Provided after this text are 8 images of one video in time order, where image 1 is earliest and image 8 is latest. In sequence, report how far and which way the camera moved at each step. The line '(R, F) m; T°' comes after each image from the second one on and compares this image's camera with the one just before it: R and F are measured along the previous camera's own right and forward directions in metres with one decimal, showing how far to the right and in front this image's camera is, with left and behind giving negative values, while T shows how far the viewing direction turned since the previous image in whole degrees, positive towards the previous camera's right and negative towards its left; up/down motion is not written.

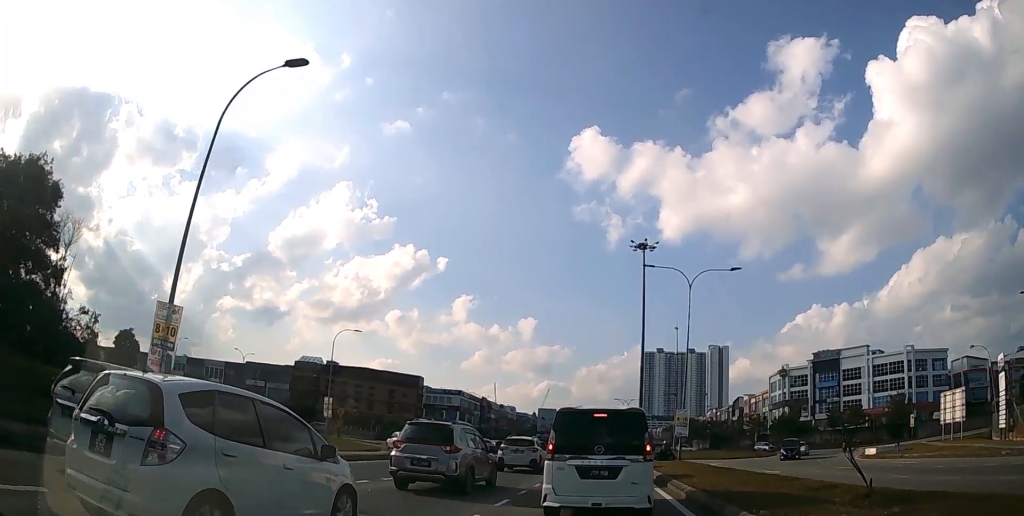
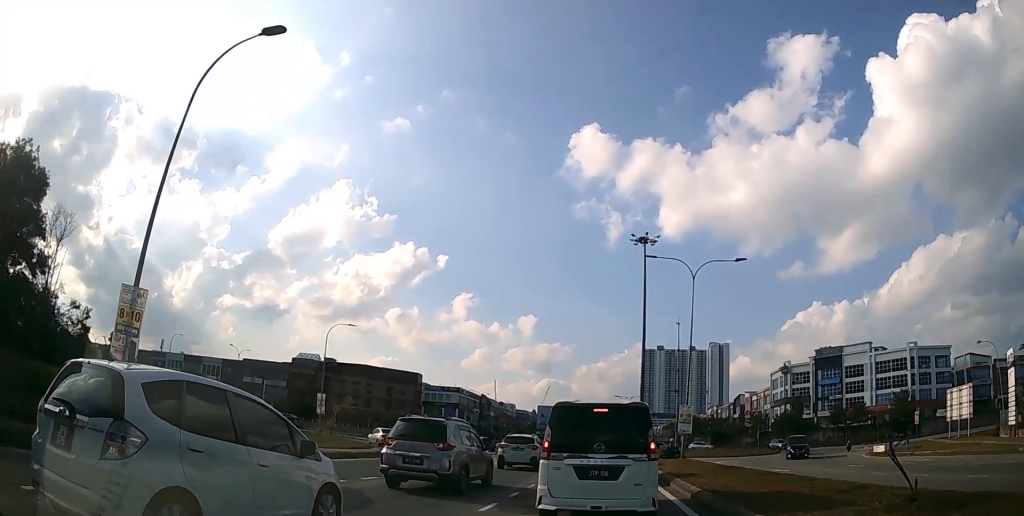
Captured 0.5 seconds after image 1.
(0.0, +1.4) m; 0°
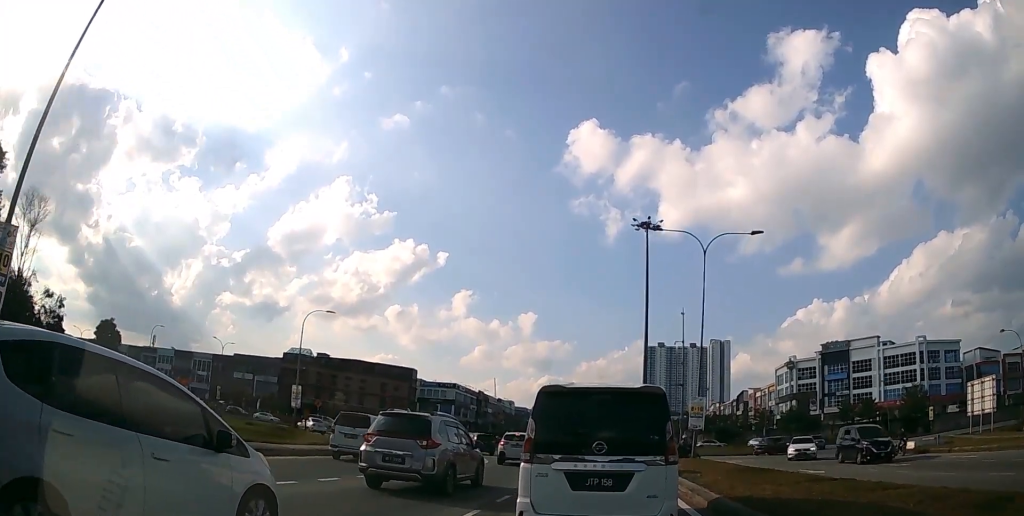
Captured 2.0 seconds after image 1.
(0.0, +4.4) m; -1°
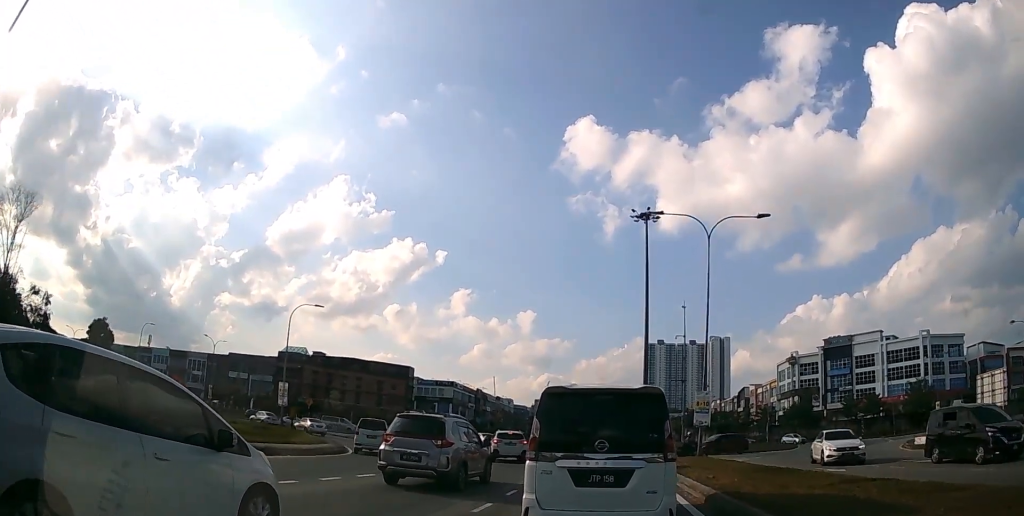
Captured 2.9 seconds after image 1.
(0.0, +2.0) m; +1°
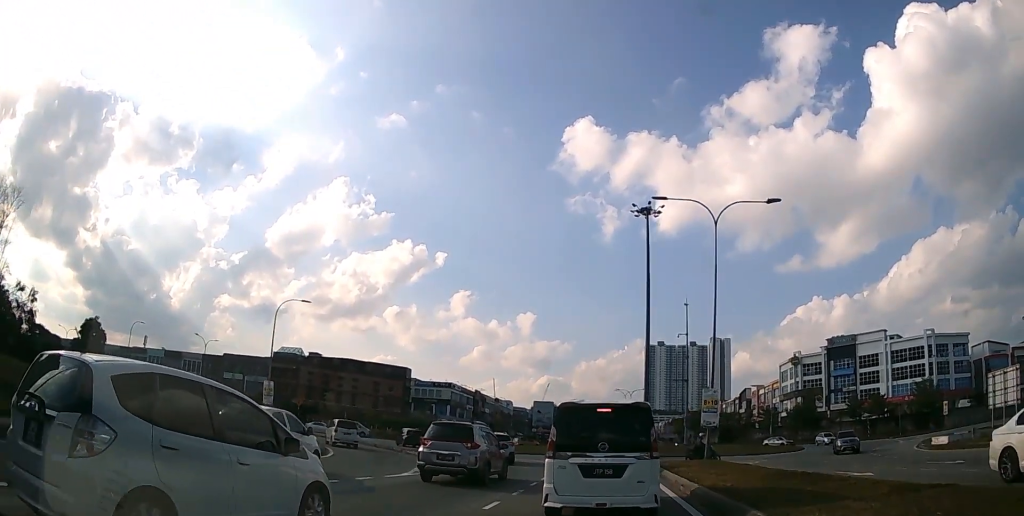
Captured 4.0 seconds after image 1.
(+0.1, +2.2) m; +3°
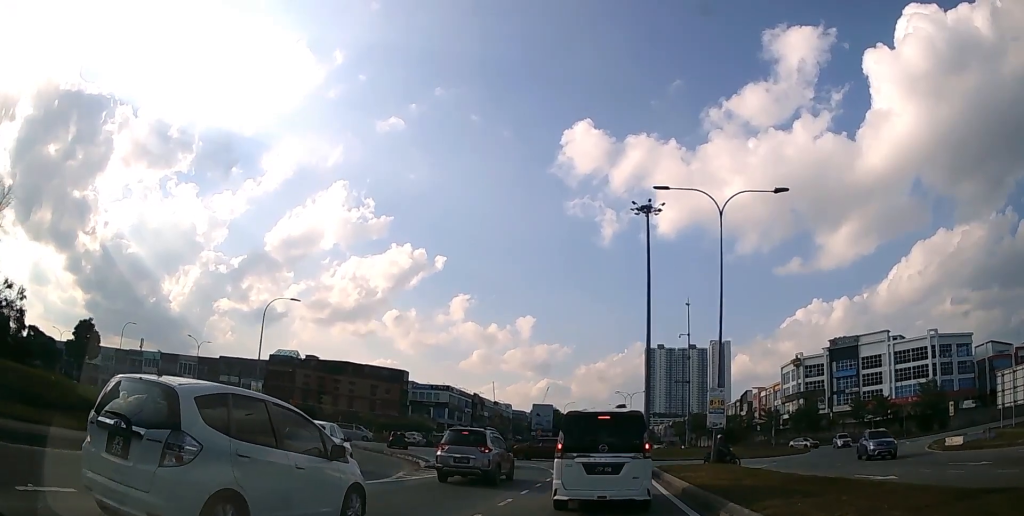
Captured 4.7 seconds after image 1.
(0.0, +1.4) m; 0°
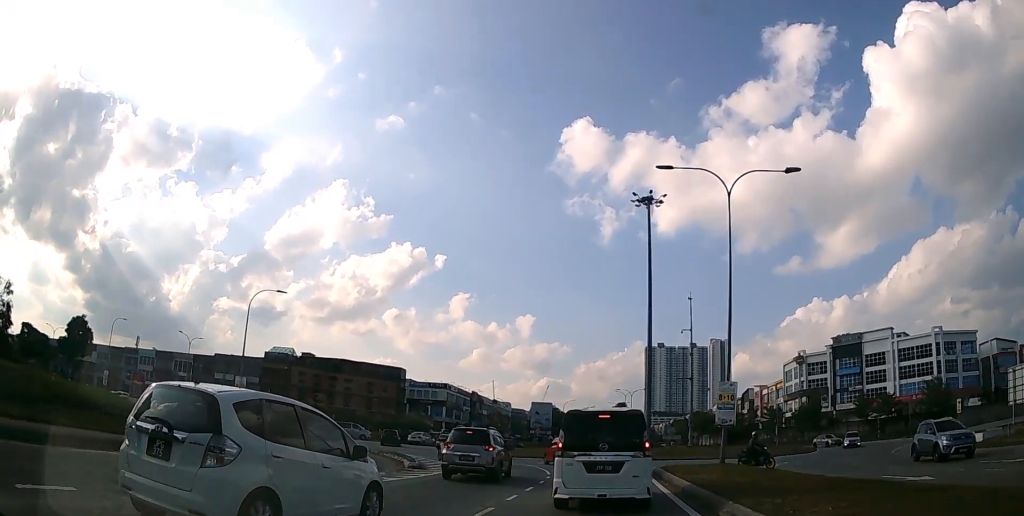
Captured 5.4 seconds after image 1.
(0.0, +1.6) m; -1°
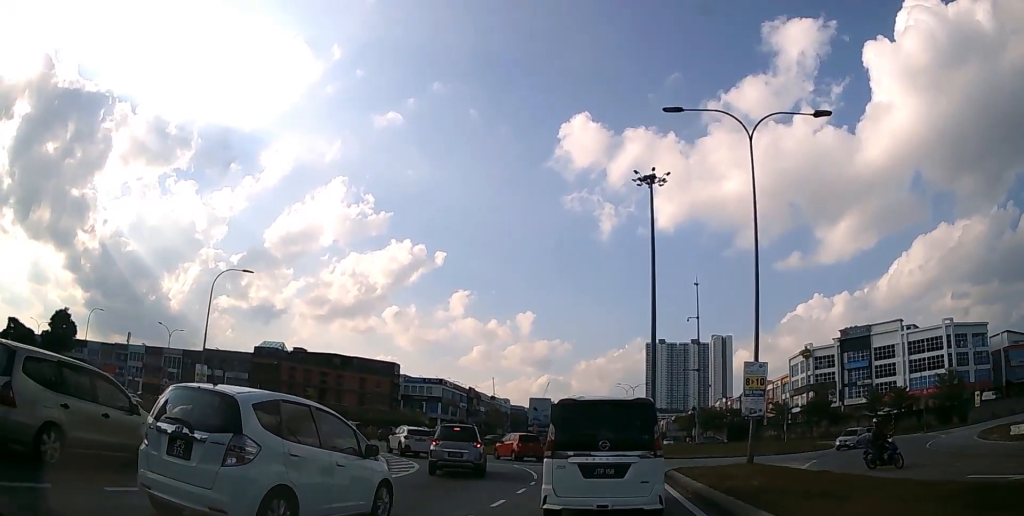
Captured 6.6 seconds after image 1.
(-0.1, +3.9) m; -1°
